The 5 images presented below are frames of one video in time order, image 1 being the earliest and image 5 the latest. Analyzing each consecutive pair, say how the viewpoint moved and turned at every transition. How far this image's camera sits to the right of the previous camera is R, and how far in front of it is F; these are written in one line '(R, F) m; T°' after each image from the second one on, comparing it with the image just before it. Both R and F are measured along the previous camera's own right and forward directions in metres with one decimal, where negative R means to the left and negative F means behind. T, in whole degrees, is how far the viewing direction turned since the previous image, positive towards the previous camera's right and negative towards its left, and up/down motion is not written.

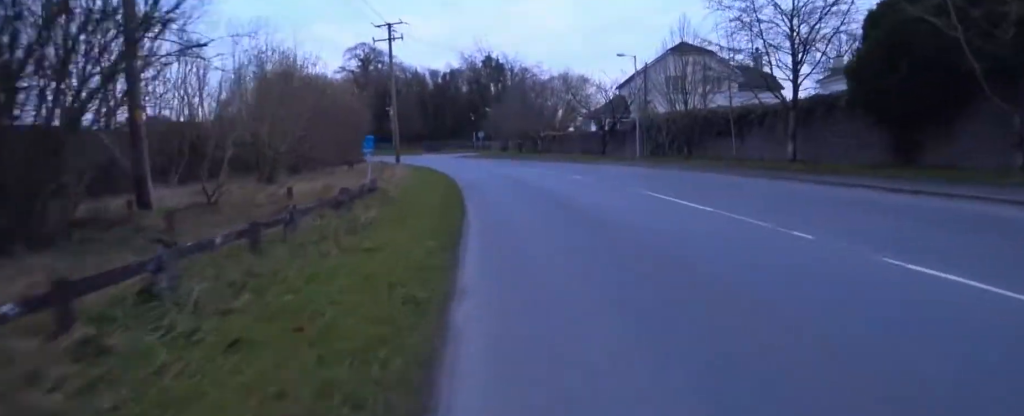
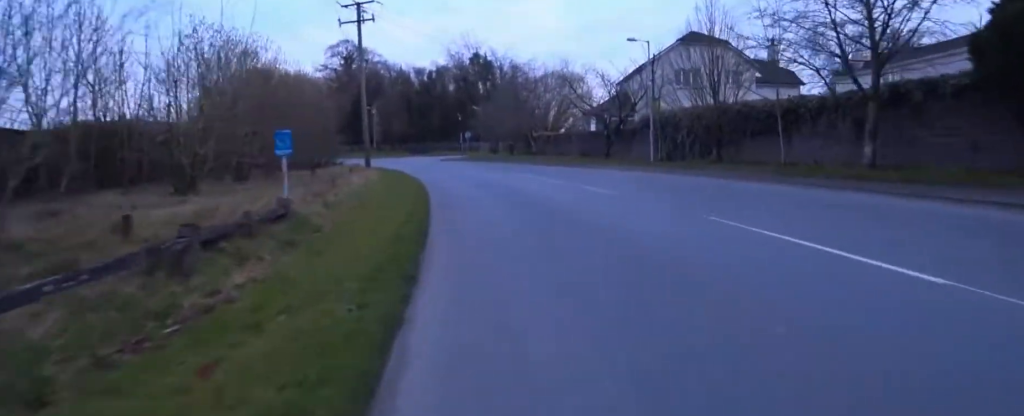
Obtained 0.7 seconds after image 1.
(-0.5, +5.1) m; -1°
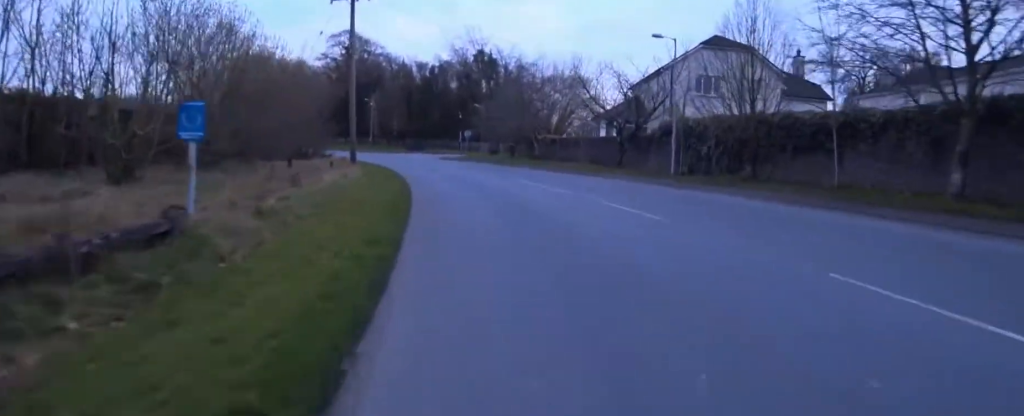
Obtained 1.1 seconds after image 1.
(+0.1, +3.2) m; -1°
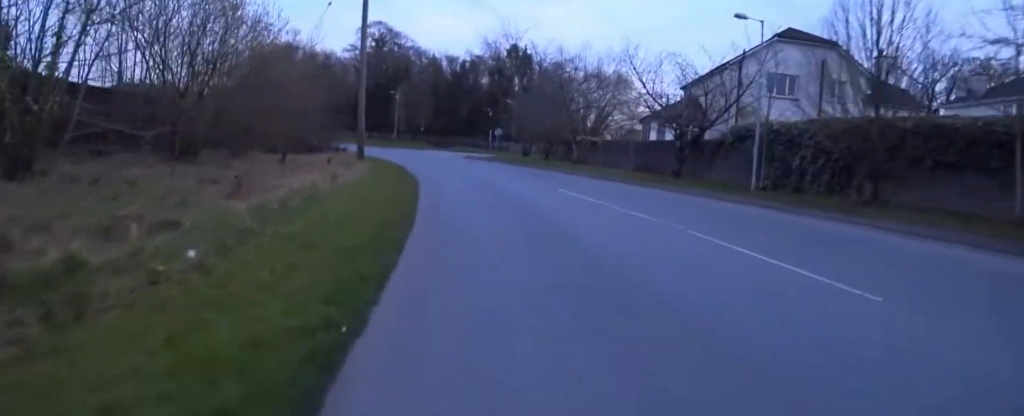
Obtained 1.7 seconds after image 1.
(+0.4, +4.9) m; -2°
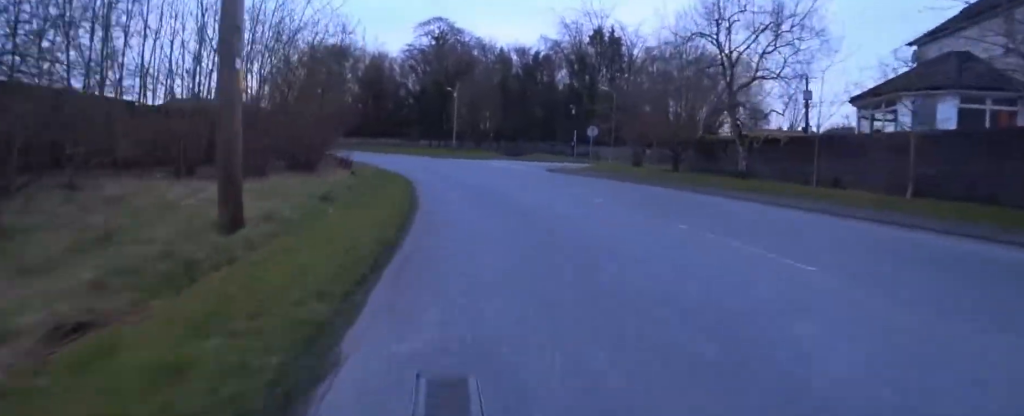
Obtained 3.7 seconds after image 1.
(-2.6, +11.9) m; -19°
